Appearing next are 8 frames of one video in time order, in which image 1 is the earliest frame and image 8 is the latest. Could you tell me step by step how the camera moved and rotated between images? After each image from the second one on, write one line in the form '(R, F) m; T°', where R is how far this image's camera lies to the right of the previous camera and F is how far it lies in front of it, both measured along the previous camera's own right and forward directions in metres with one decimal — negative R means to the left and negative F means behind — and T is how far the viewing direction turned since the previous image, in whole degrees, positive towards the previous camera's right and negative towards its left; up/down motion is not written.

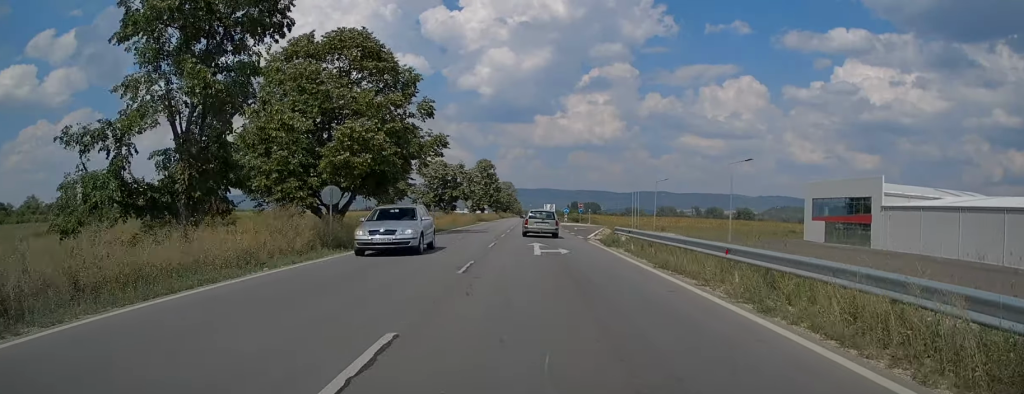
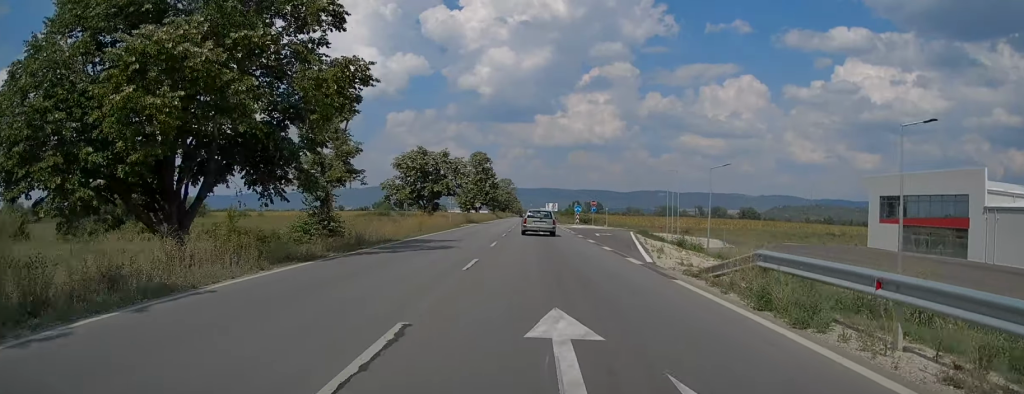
(0.0, +17.4) m; 0°
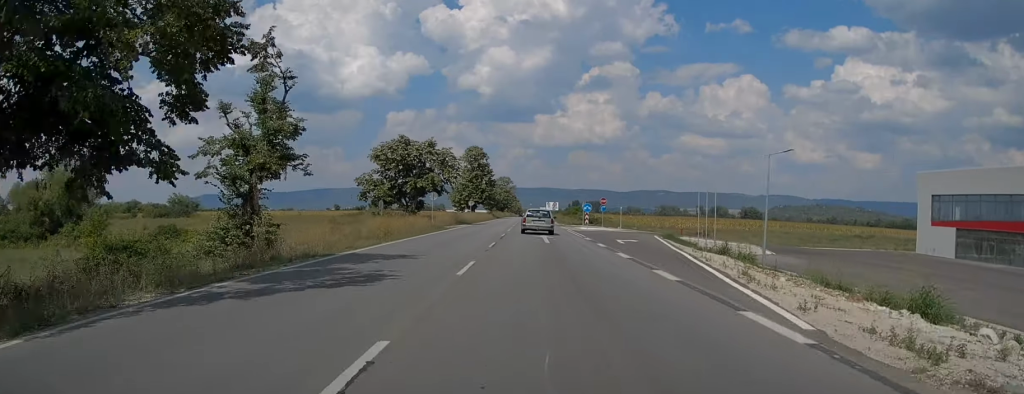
(0.0, +10.0) m; 0°
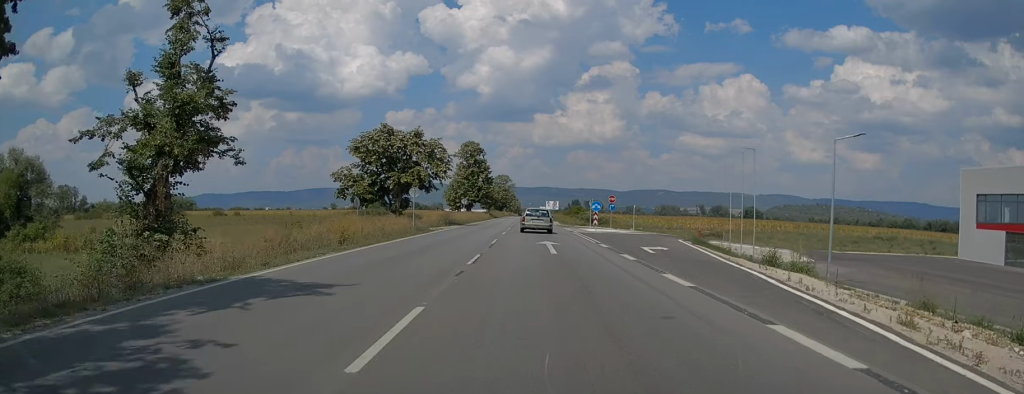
(0.0, +7.1) m; 0°
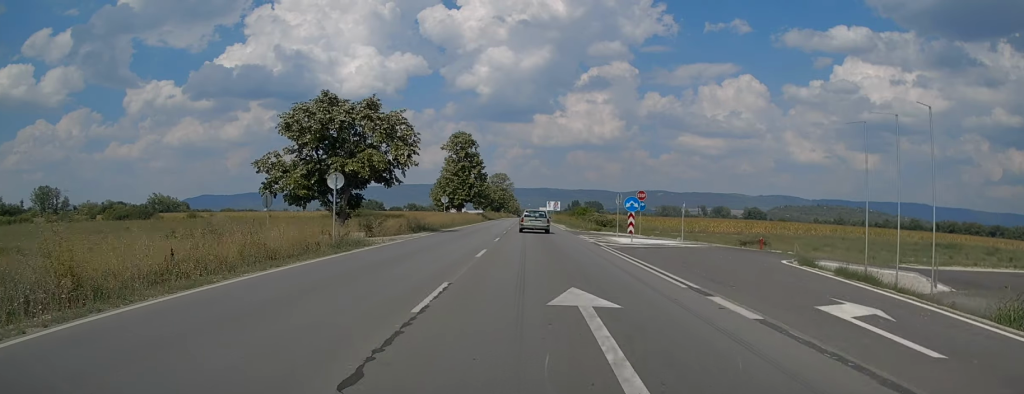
(0.0, +15.4) m; 0°
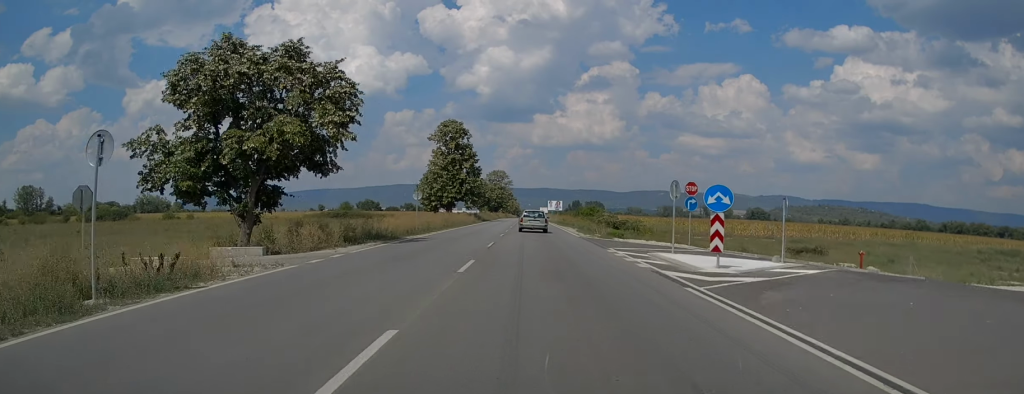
(0.0, +13.1) m; 0°
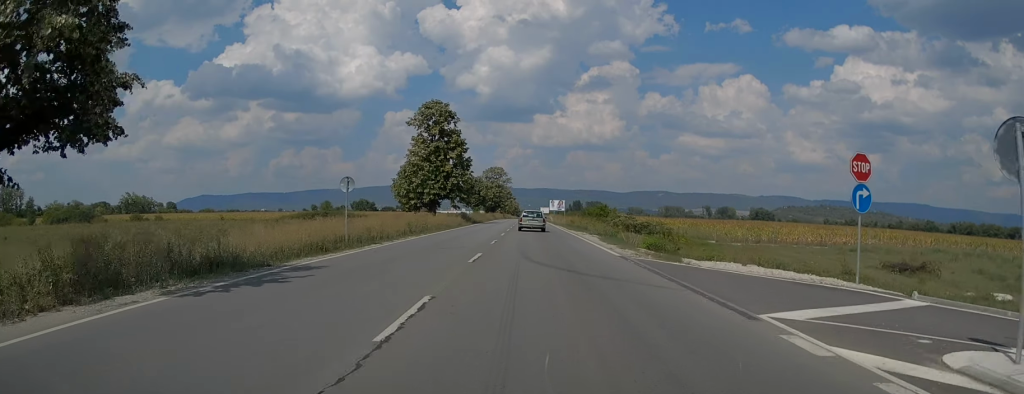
(0.0, +15.6) m; 0°
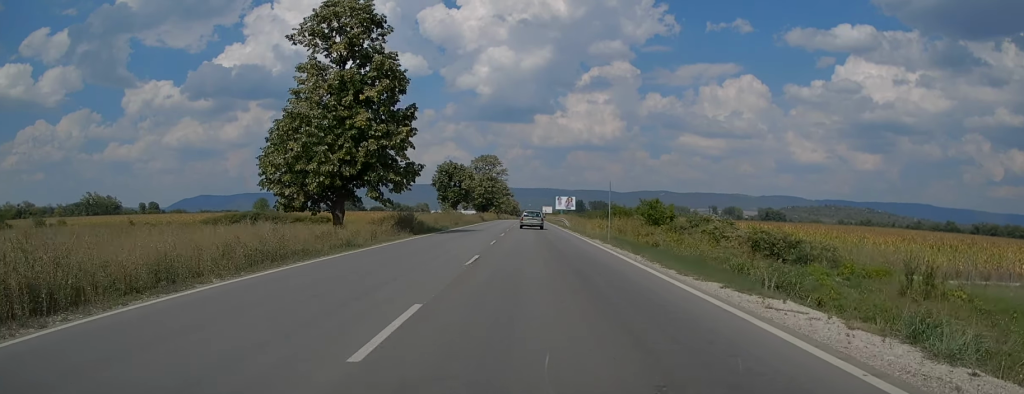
(-0.1, +36.5) m; 0°
